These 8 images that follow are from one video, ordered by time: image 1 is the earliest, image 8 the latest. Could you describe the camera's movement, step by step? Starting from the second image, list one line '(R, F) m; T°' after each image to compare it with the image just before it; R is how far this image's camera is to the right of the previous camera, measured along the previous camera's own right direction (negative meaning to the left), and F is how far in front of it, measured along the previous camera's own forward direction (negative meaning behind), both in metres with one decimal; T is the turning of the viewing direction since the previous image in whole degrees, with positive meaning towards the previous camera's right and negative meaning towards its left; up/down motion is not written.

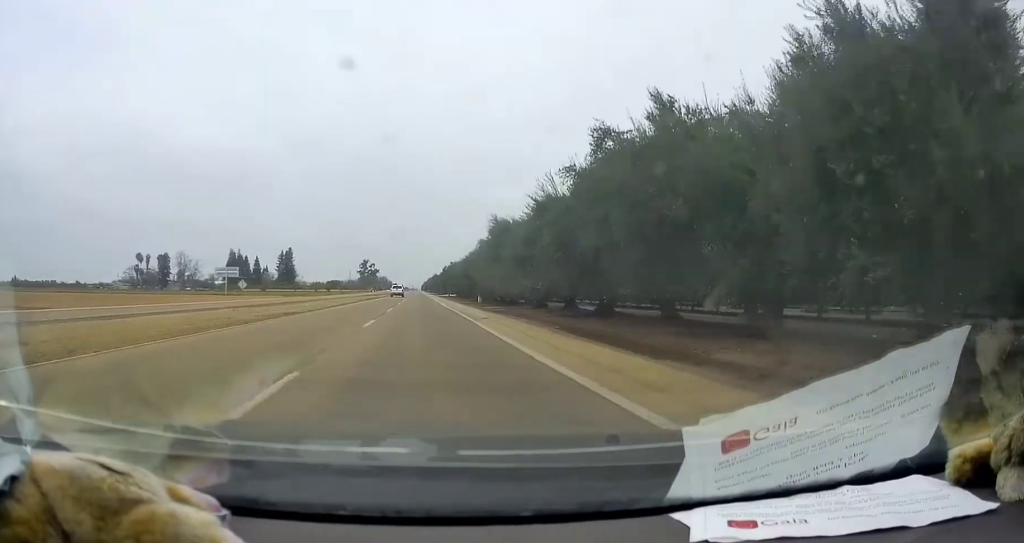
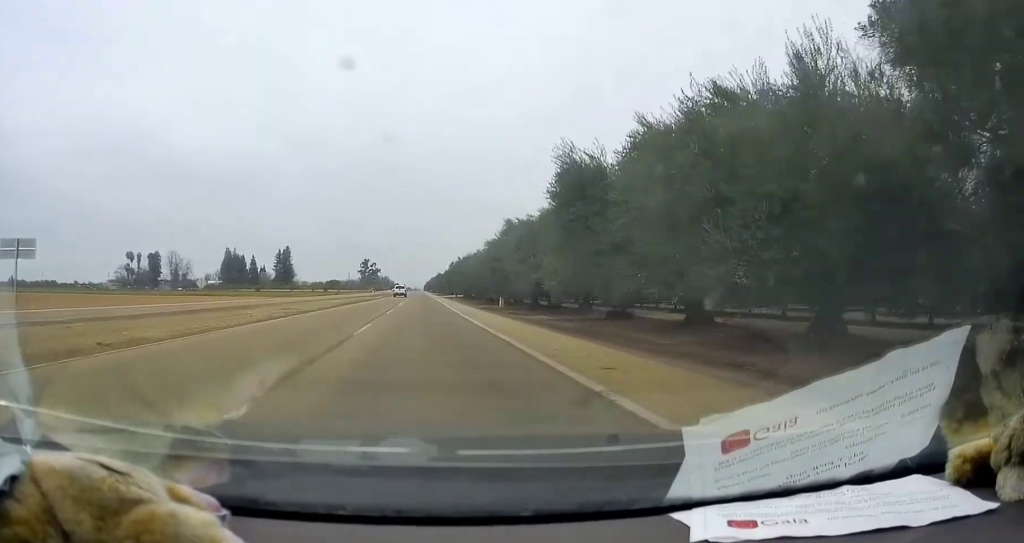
(+0.3, +16.3) m; 0°
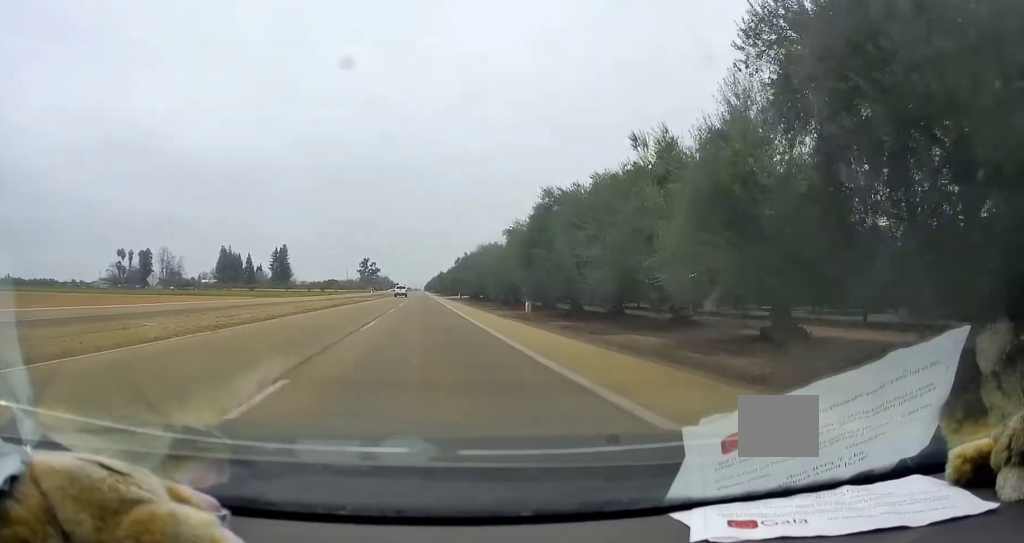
(-0.1, +13.1) m; 0°
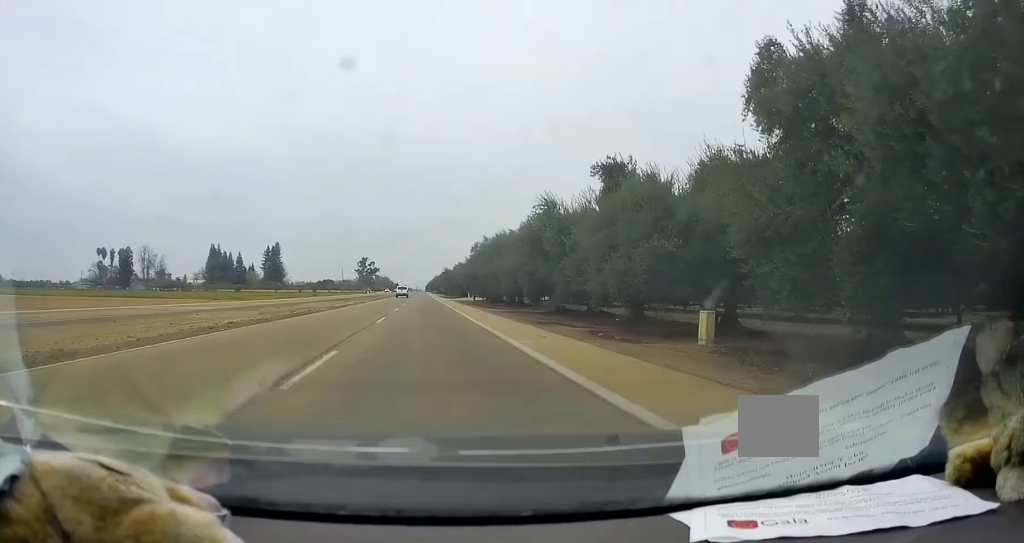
(-0.3, +26.1) m; -1°
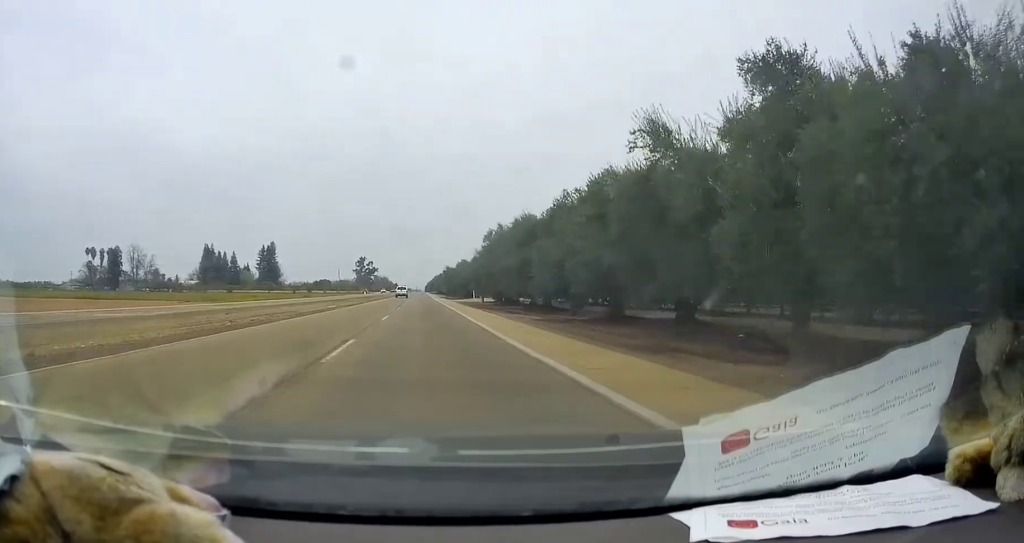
(0.0, +12.2) m; 0°
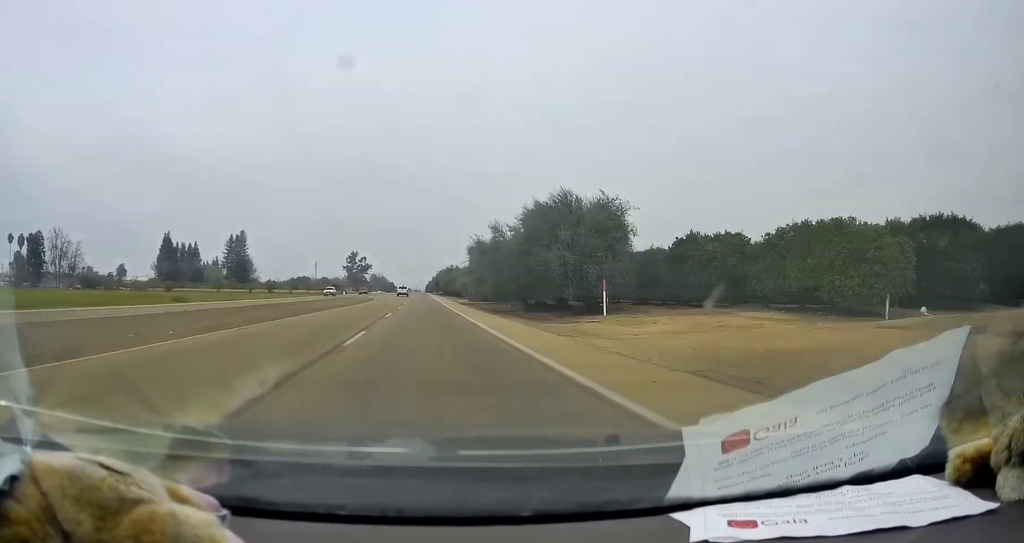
(0.0, +70.7) m; 0°
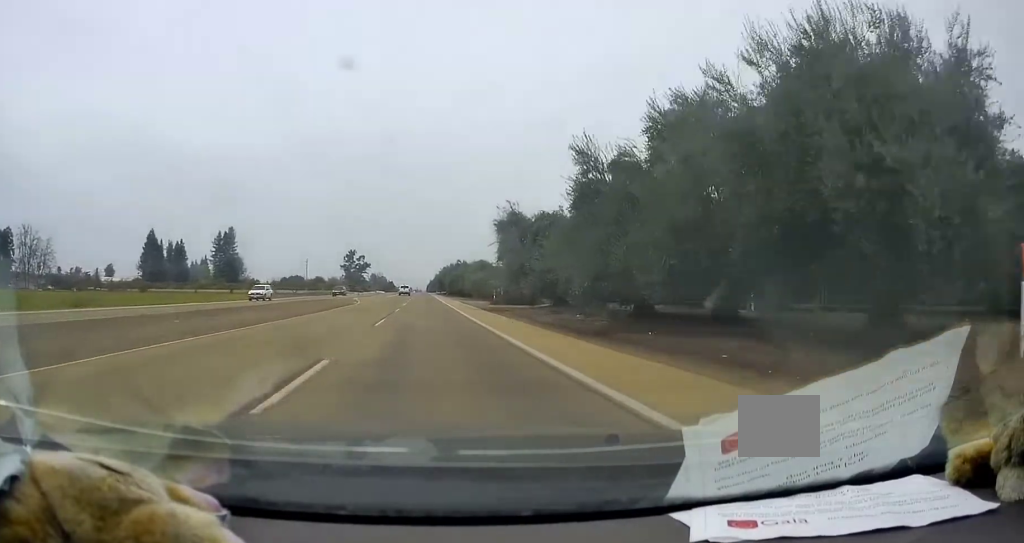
(0.0, +22.4) m; 0°
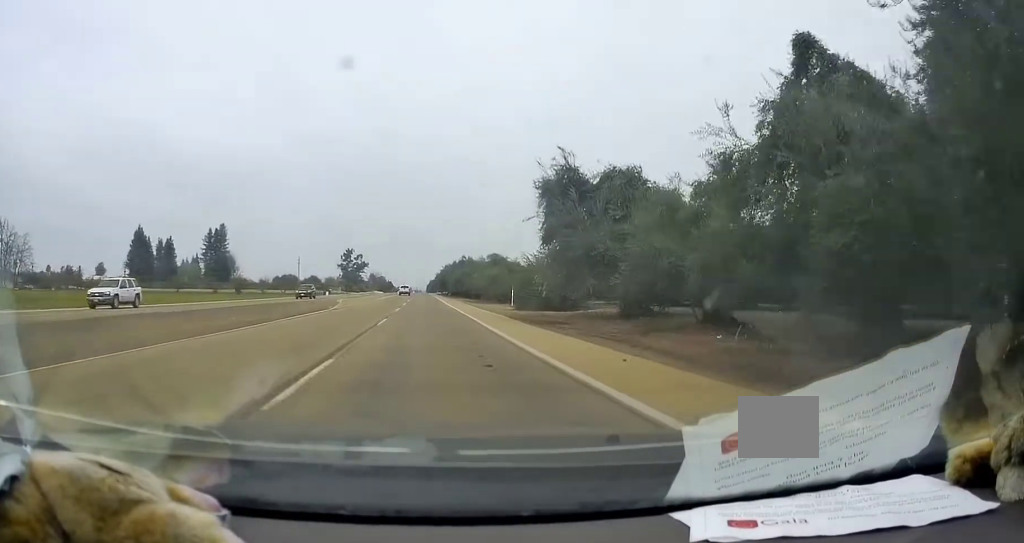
(0.0, +13.6) m; 0°
